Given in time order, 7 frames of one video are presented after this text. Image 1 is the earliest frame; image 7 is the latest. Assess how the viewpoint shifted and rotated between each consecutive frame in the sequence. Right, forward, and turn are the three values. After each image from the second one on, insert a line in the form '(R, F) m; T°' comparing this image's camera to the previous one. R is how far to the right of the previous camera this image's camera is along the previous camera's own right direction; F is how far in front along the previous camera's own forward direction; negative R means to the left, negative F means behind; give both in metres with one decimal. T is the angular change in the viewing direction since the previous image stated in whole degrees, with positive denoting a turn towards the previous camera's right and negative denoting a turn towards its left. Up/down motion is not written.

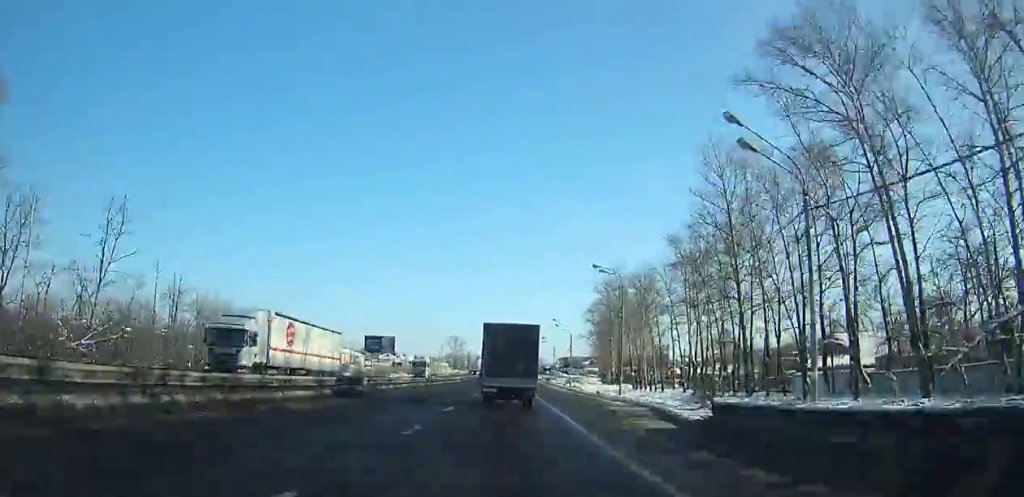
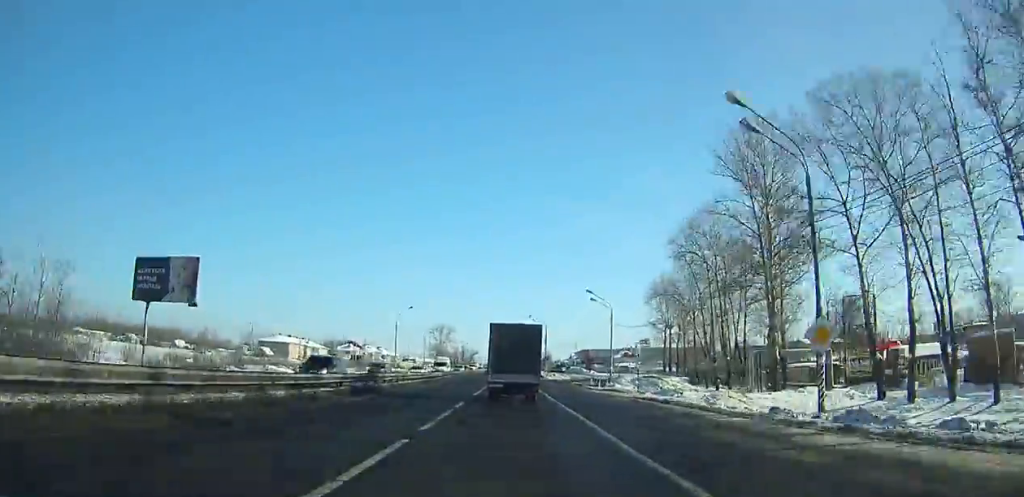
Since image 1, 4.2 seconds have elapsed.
(-0.3, +75.7) m; 0°
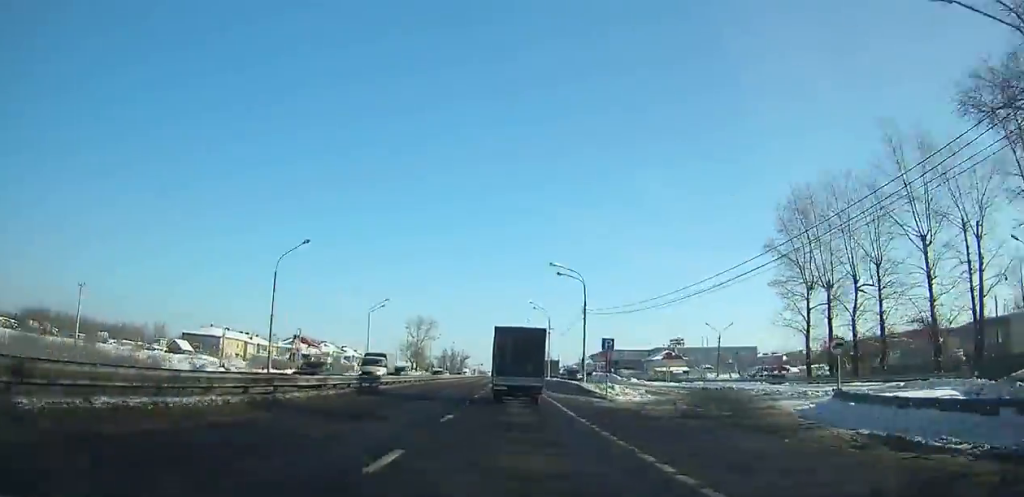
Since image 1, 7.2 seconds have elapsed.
(+0.3, +55.9) m; 0°
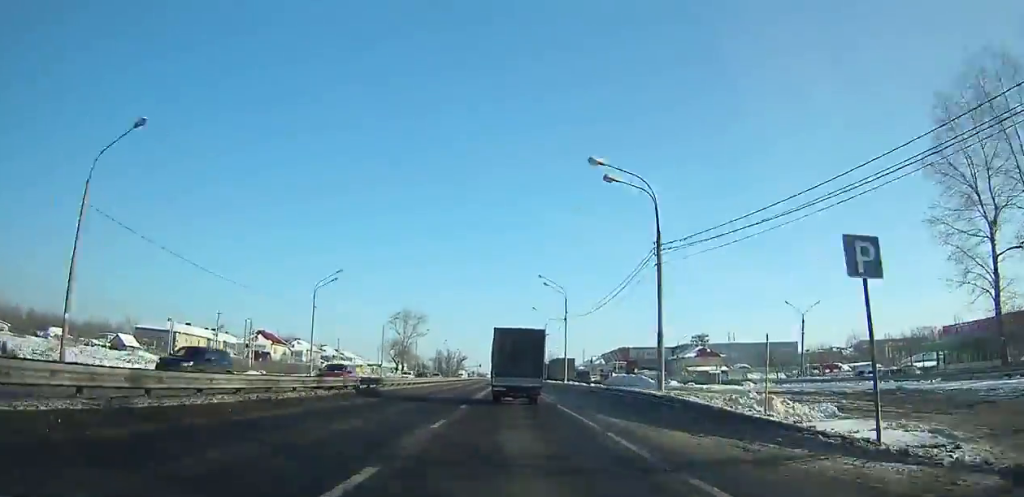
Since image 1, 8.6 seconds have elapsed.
(-0.1, +25.7) m; 0°
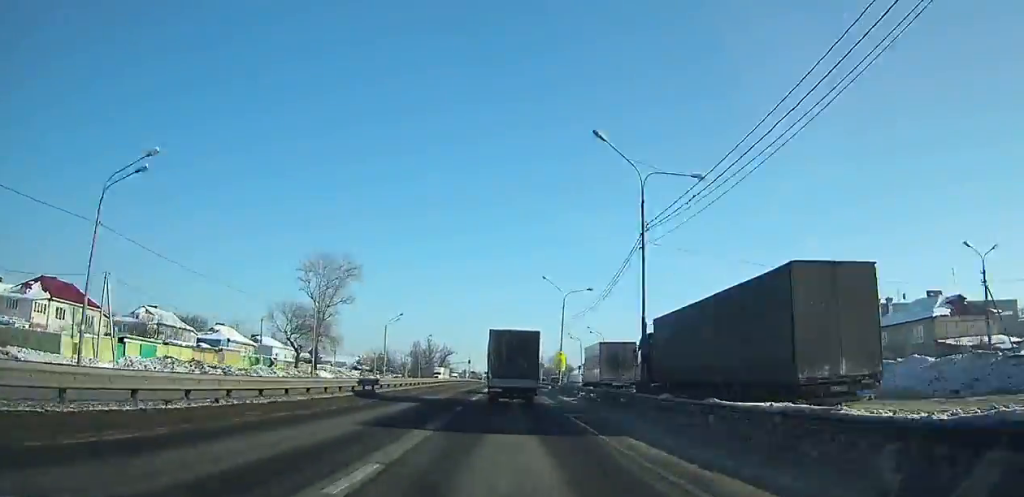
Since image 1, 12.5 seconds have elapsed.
(+0.1, +69.4) m; 0°
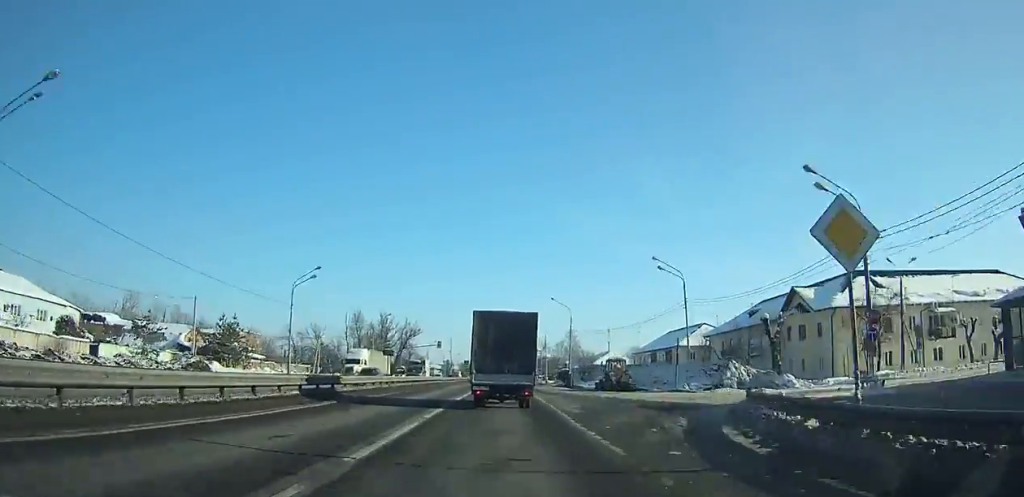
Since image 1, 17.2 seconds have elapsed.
(-0.3, +72.6) m; 0°
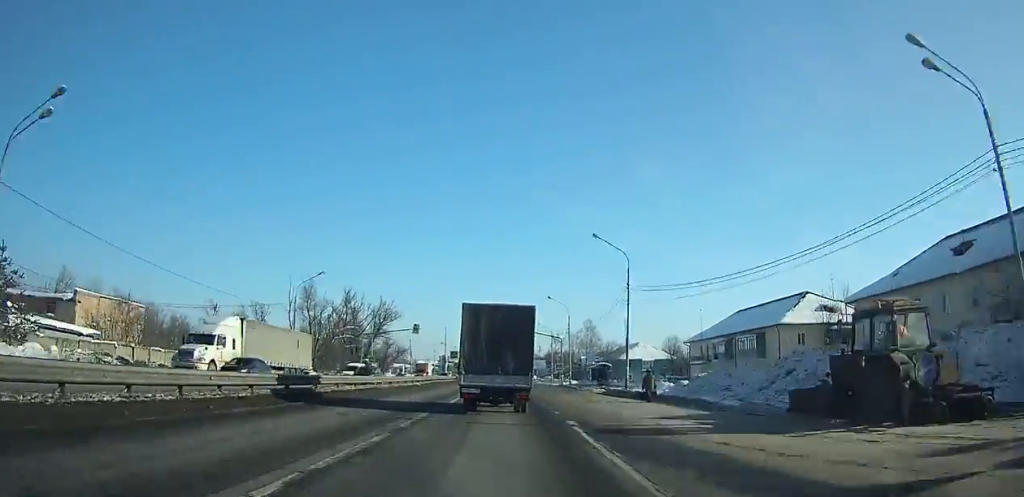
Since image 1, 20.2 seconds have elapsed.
(0.0, +39.3) m; 0°
